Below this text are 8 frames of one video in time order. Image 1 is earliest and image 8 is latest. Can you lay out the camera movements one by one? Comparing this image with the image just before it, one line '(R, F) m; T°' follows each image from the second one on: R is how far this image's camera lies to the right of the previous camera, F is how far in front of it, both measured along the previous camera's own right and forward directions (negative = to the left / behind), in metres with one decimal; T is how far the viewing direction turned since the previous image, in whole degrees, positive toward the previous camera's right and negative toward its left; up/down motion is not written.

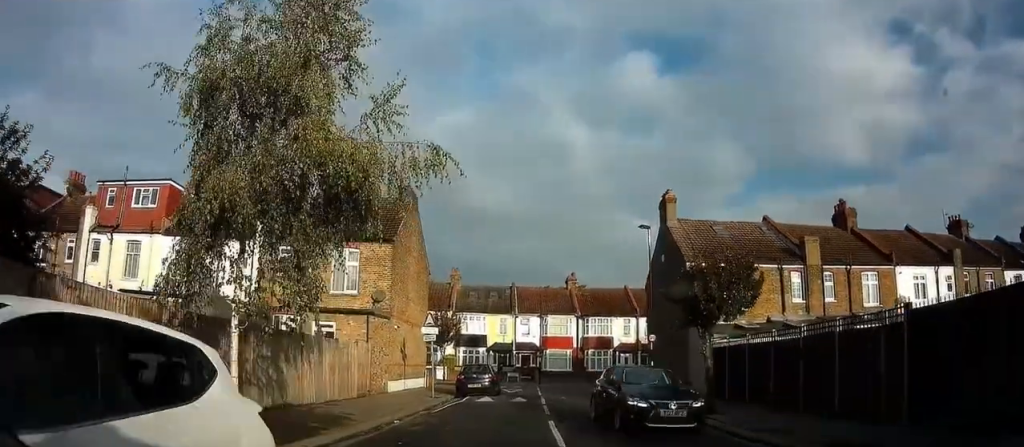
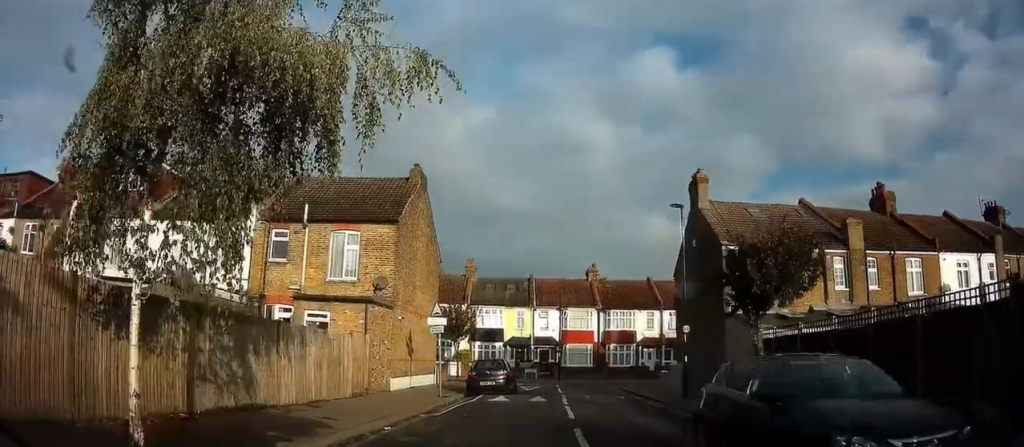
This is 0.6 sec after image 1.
(-0.2, +2.4) m; 0°
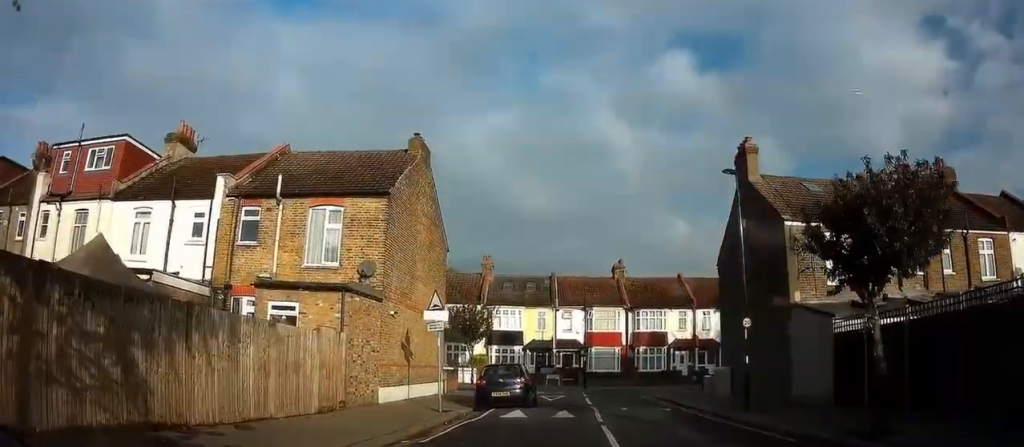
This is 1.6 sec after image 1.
(+0.1, +4.0) m; 0°
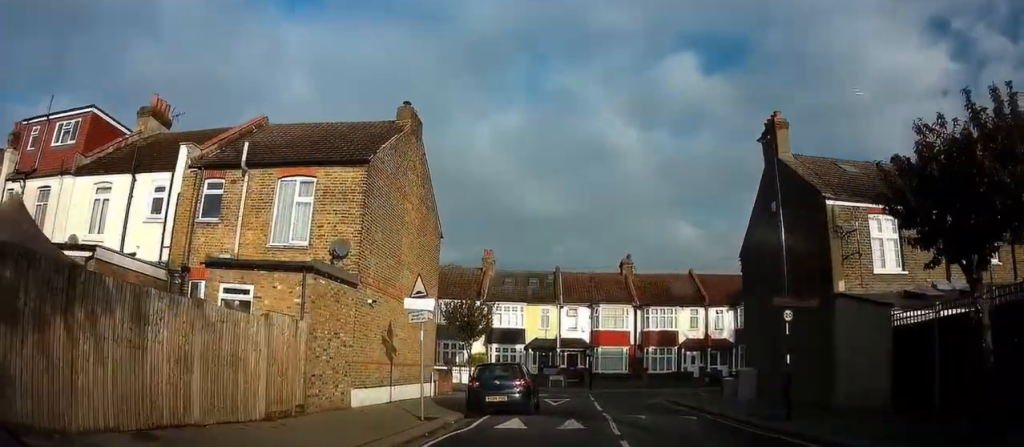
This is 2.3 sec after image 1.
(0.0, +2.5) m; -1°
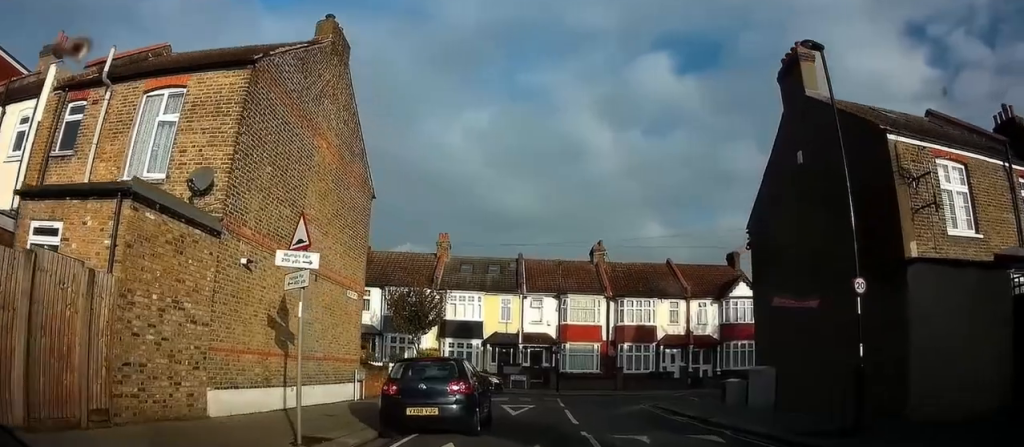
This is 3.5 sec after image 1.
(-0.3, +4.7) m; -2°
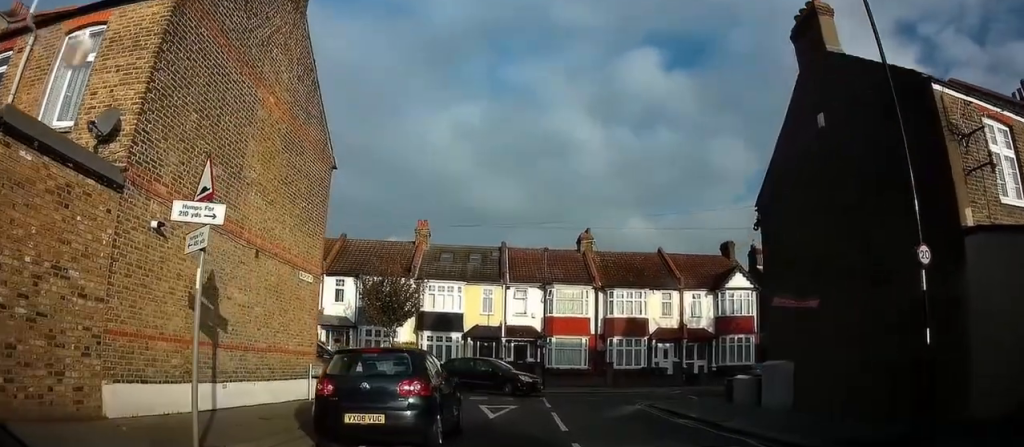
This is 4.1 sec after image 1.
(0.0, +2.3) m; +2°
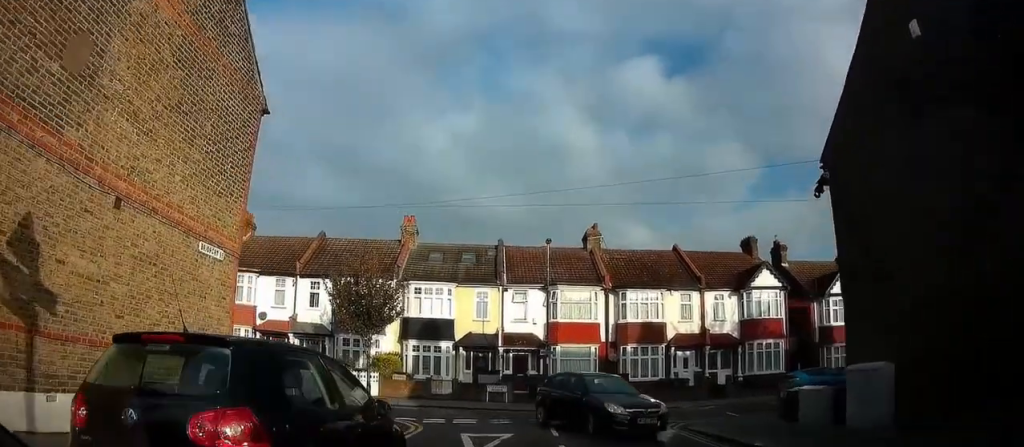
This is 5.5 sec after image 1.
(+0.2, +4.7) m; +2°
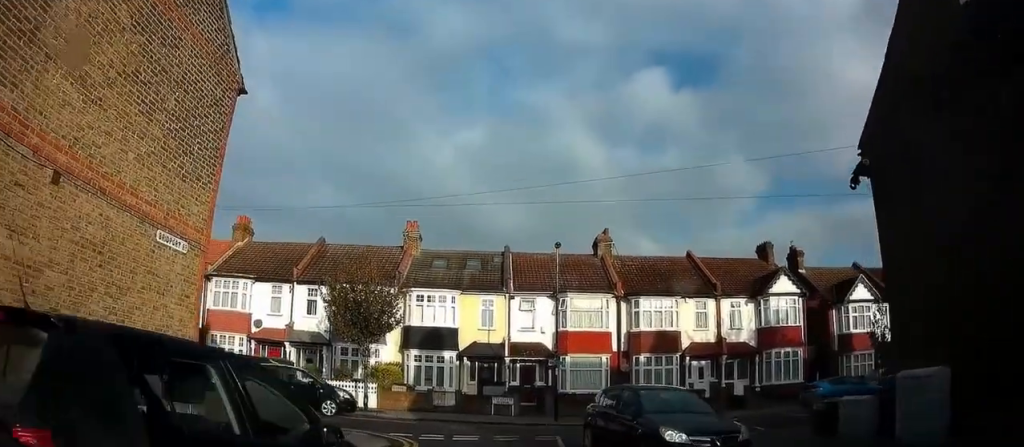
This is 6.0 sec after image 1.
(0.0, +1.8) m; 0°
